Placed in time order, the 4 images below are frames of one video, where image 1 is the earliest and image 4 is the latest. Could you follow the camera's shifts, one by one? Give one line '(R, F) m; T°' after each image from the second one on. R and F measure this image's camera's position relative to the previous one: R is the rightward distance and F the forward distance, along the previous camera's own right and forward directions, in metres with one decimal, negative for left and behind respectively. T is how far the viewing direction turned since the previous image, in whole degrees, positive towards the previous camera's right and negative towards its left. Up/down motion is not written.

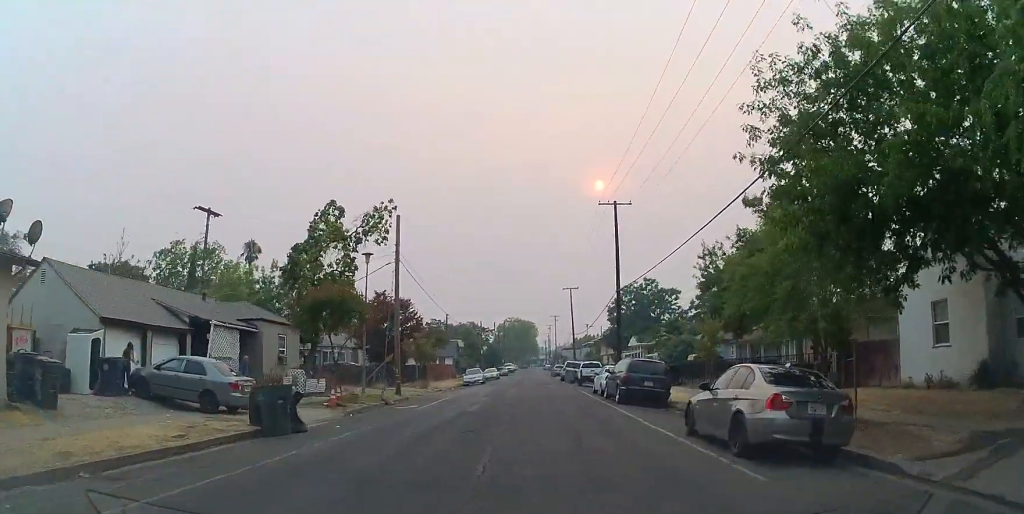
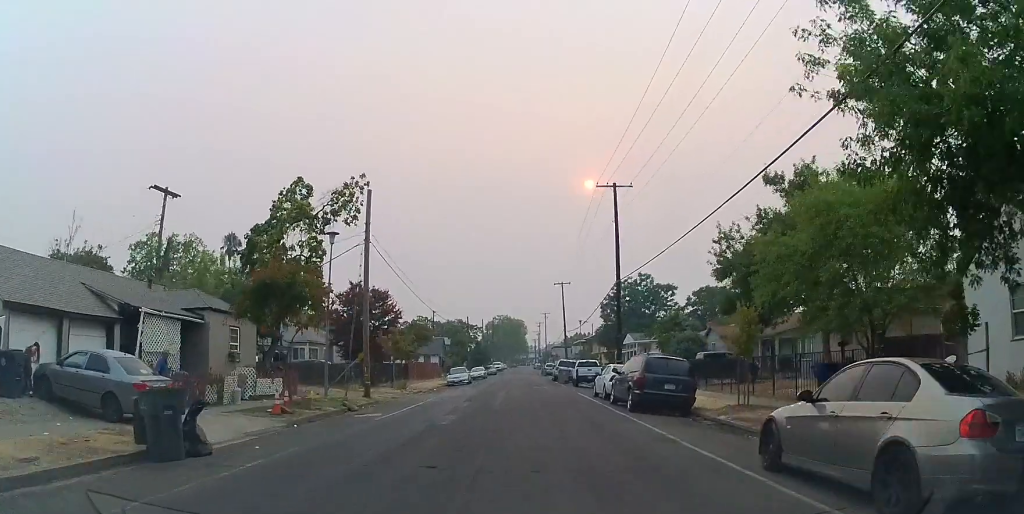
(+0.1, +3.9) m; 0°
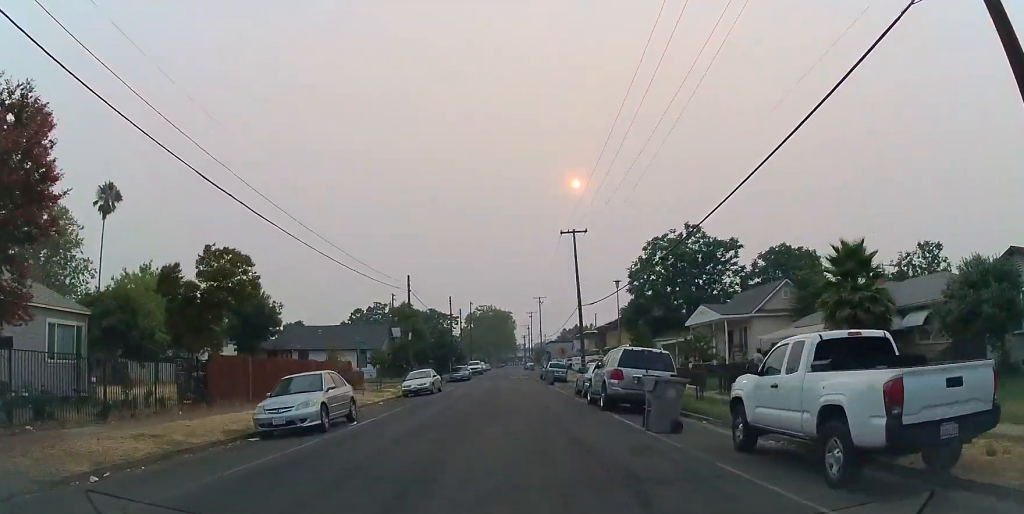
(+2.0, +31.7) m; +5°
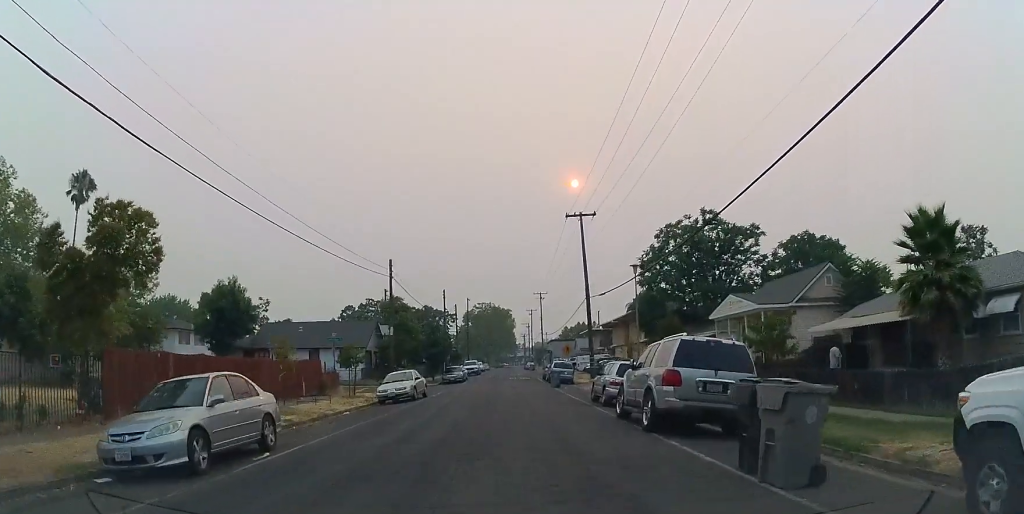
(0.0, +5.6) m; 0°
